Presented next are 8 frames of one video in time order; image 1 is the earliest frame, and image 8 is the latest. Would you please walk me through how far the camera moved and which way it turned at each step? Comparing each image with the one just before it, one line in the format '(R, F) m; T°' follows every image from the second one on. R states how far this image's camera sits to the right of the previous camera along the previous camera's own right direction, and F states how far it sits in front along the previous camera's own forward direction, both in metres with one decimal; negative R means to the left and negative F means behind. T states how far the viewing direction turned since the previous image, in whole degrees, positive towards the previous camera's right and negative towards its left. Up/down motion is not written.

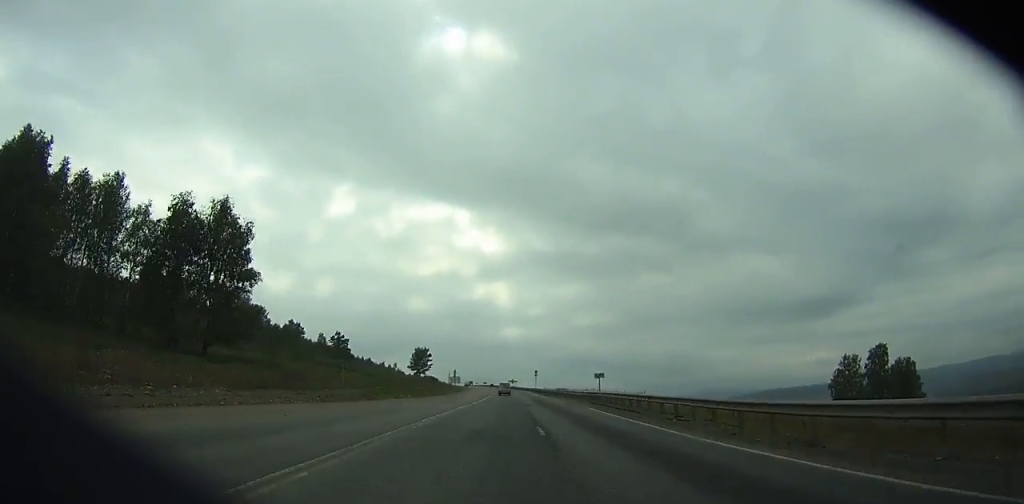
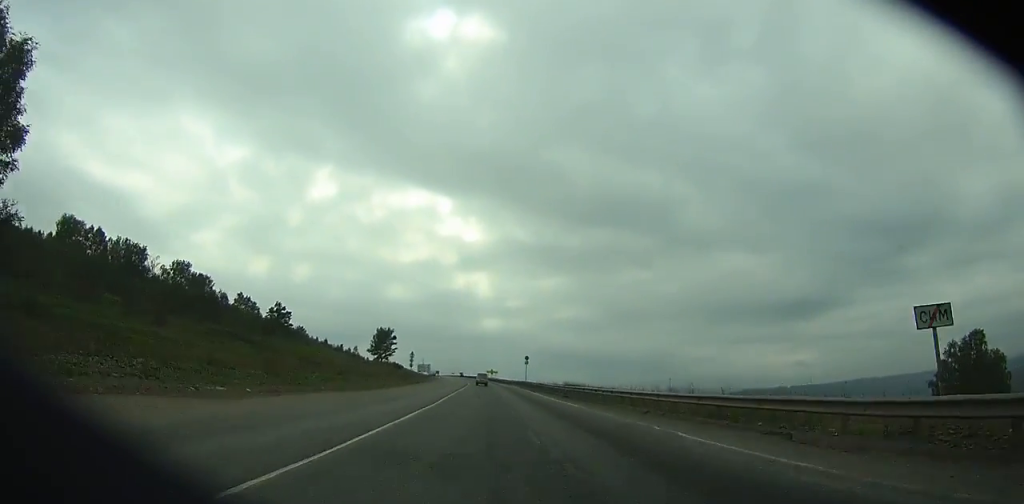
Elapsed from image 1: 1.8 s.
(+0.7, +40.7) m; +1°
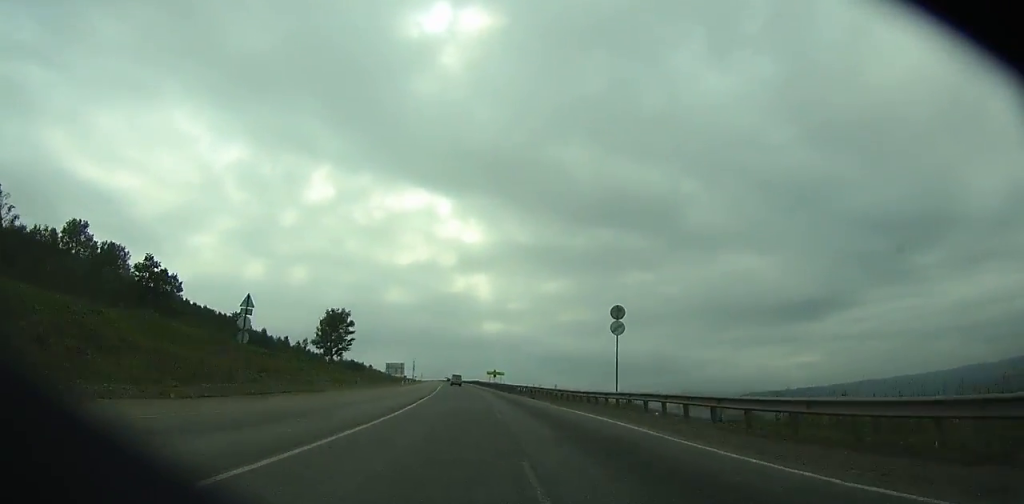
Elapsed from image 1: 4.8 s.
(+1.1, +67.0) m; 0°
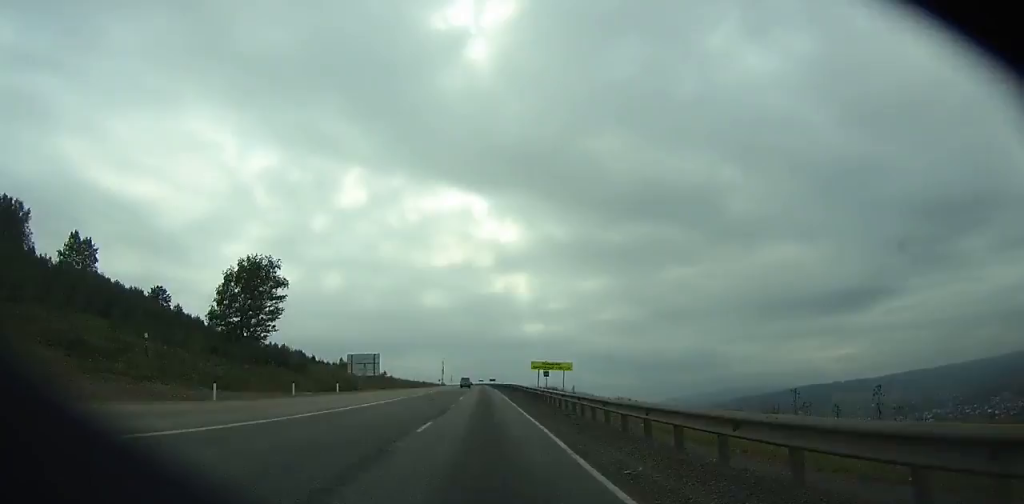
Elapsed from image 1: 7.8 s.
(-0.5, +65.8) m; -3°
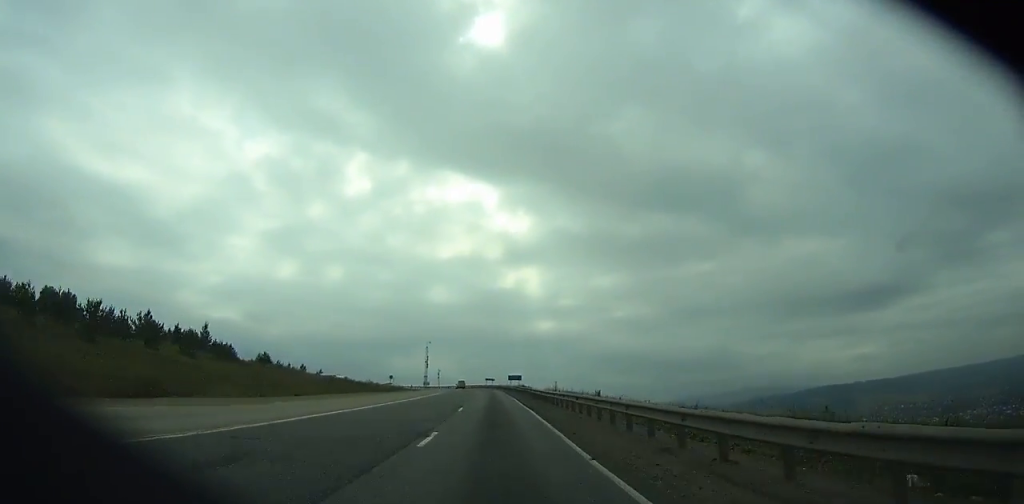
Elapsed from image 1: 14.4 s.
(-5.9, +138.9) m; -3°
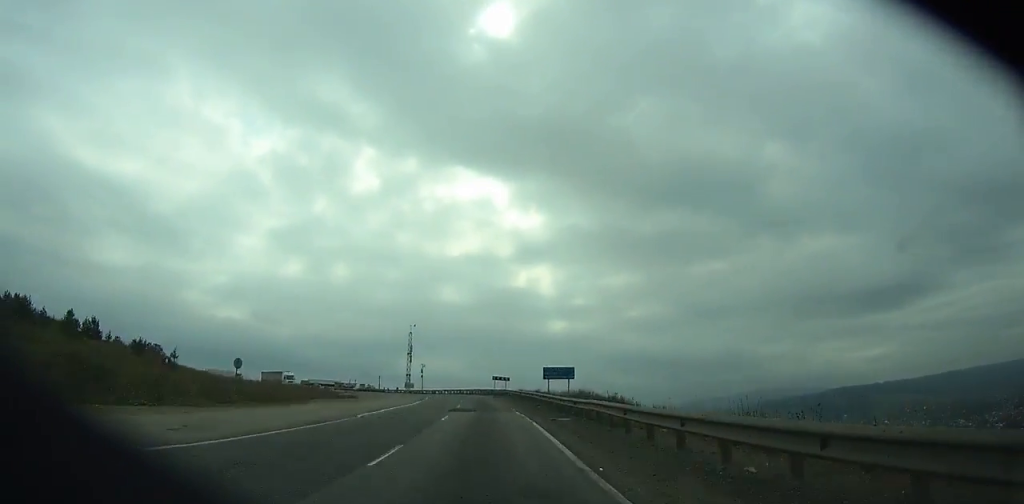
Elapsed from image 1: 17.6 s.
(-0.1, +63.1) m; -2°
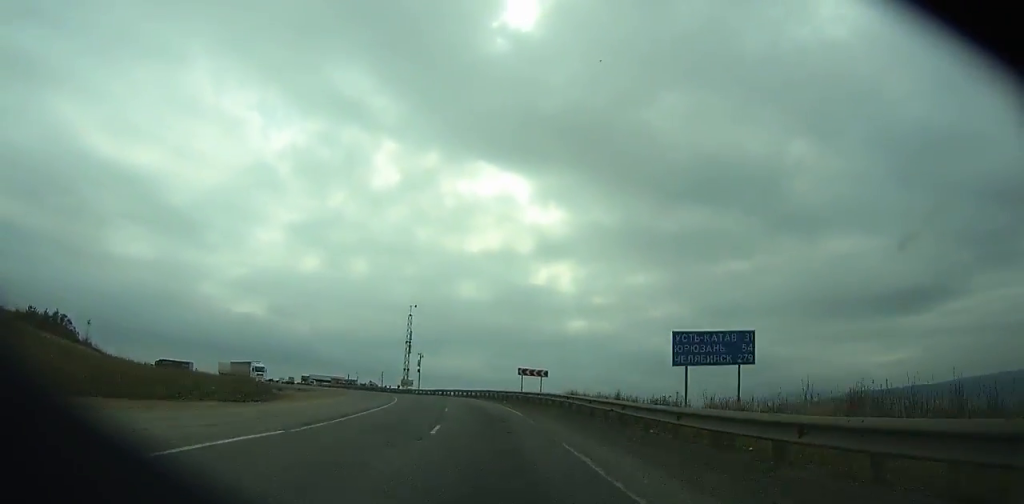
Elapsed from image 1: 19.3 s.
(-0.3, +31.5) m; -3°
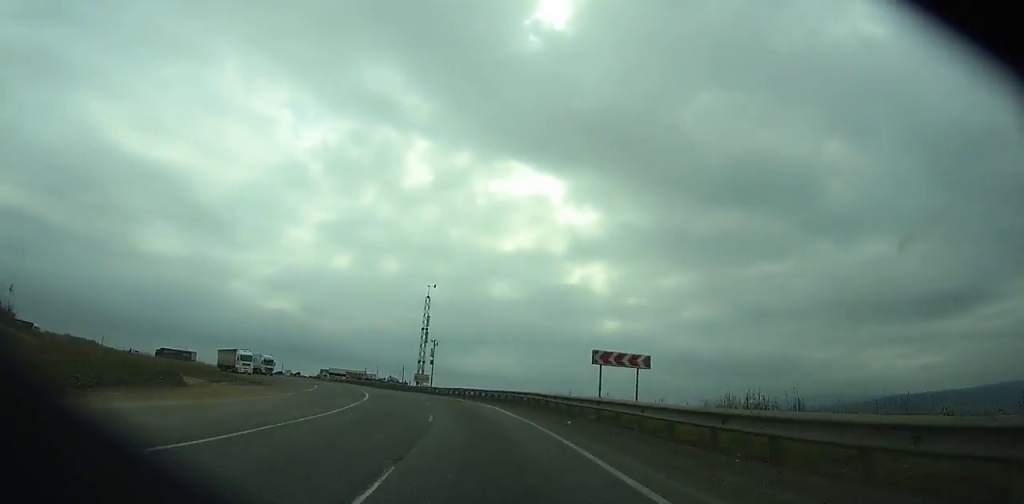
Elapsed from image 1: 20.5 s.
(+0.2, +21.6) m; -3°
